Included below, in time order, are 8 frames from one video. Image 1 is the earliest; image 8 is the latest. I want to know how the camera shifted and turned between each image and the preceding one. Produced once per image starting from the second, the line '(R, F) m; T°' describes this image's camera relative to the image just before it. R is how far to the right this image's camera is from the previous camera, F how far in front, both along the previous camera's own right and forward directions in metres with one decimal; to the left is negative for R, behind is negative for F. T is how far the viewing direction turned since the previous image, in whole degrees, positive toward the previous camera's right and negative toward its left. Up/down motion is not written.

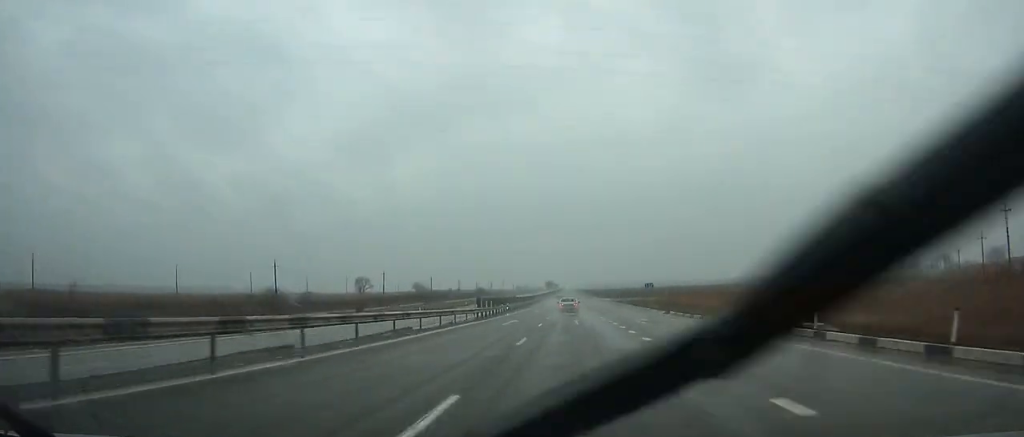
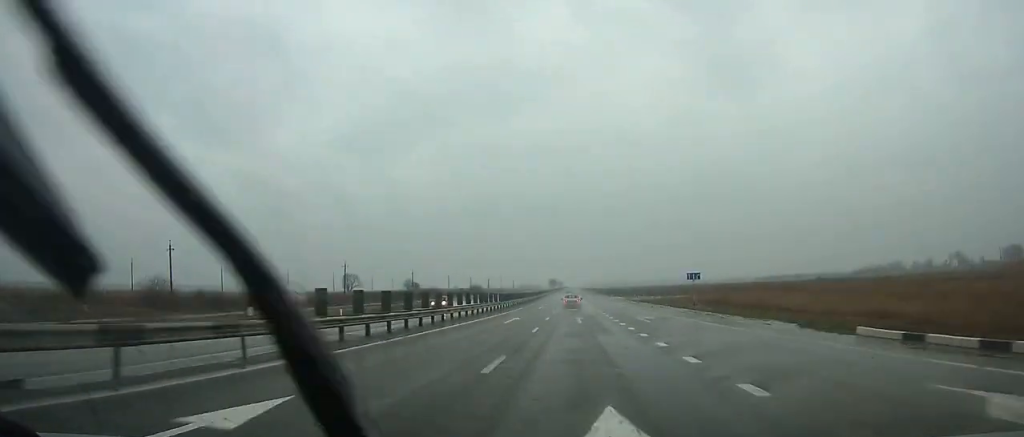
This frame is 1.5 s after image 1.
(-0.1, +31.0) m; 0°
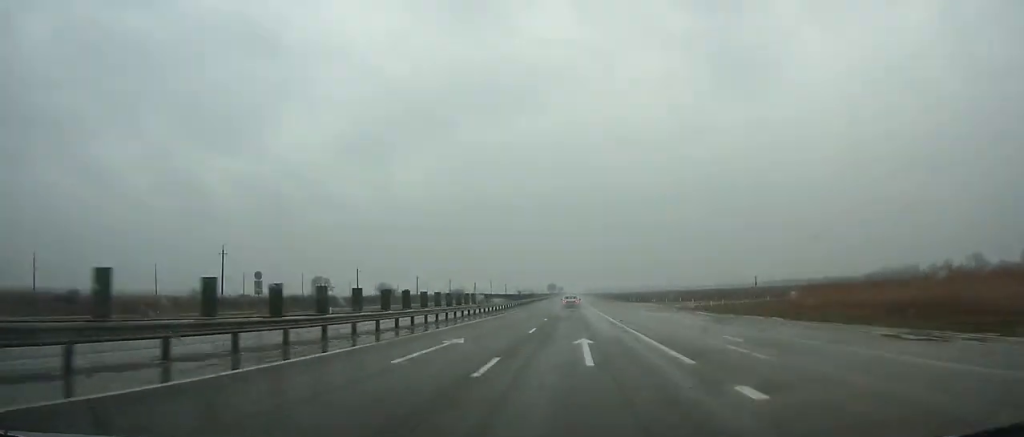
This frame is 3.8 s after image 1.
(0.0, +48.4) m; 0°
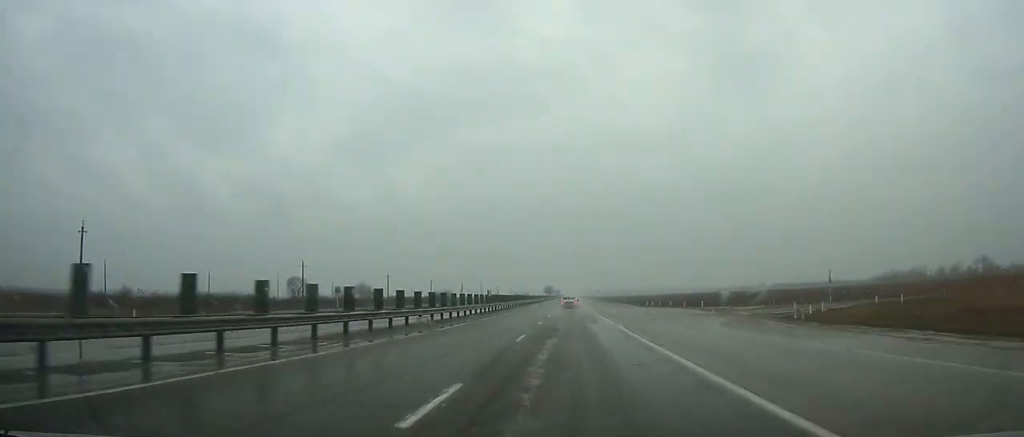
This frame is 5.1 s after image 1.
(0.0, +27.4) m; 0°
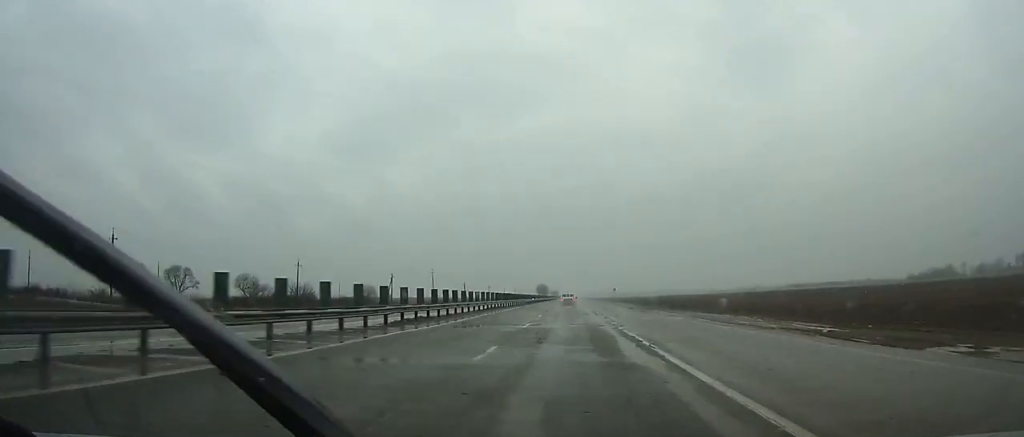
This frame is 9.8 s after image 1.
(-0.1, +100.8) m; 0°
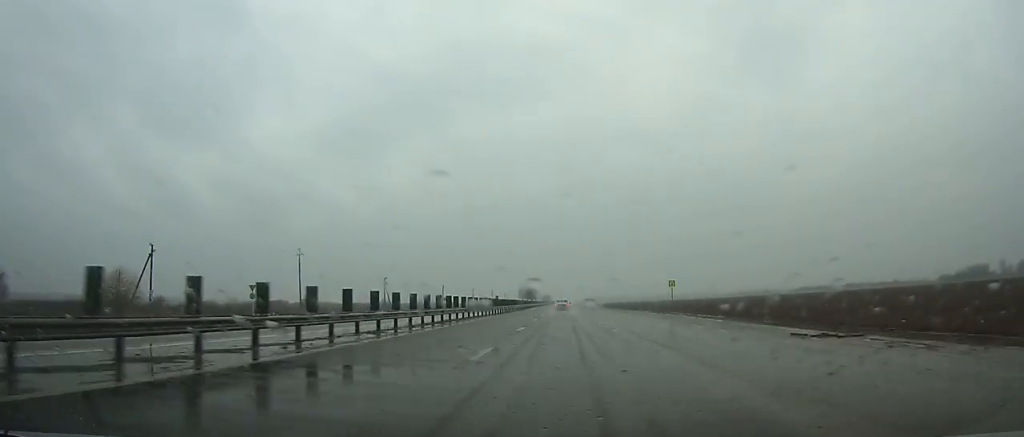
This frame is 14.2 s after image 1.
(+0.3, +94.9) m; 0°
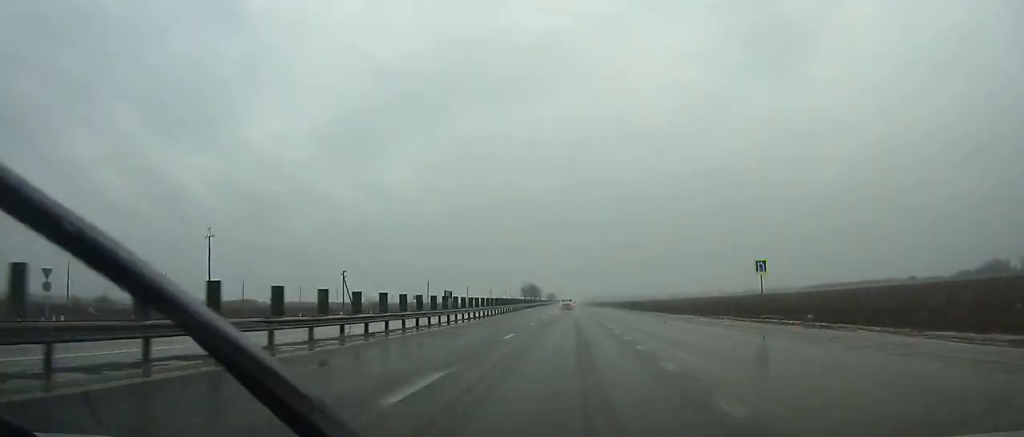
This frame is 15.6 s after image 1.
(-0.1, +30.4) m; 0°
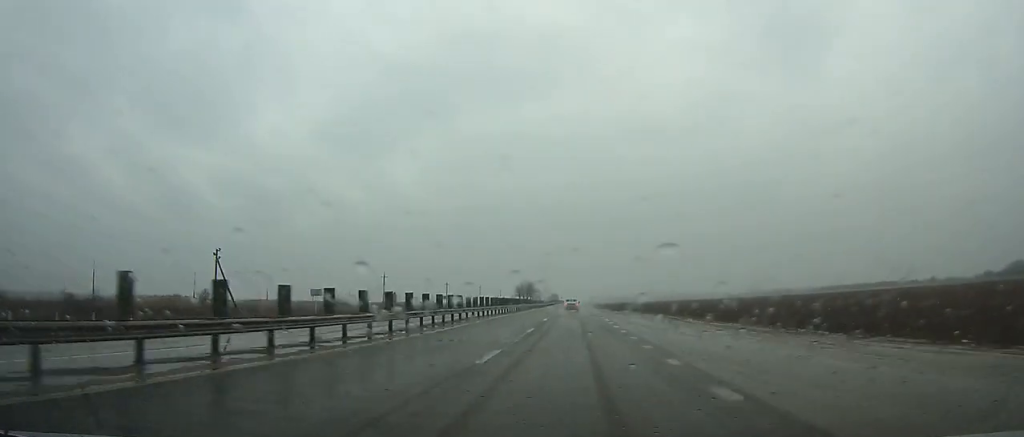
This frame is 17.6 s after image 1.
(-0.1, +43.6) m; 0°
